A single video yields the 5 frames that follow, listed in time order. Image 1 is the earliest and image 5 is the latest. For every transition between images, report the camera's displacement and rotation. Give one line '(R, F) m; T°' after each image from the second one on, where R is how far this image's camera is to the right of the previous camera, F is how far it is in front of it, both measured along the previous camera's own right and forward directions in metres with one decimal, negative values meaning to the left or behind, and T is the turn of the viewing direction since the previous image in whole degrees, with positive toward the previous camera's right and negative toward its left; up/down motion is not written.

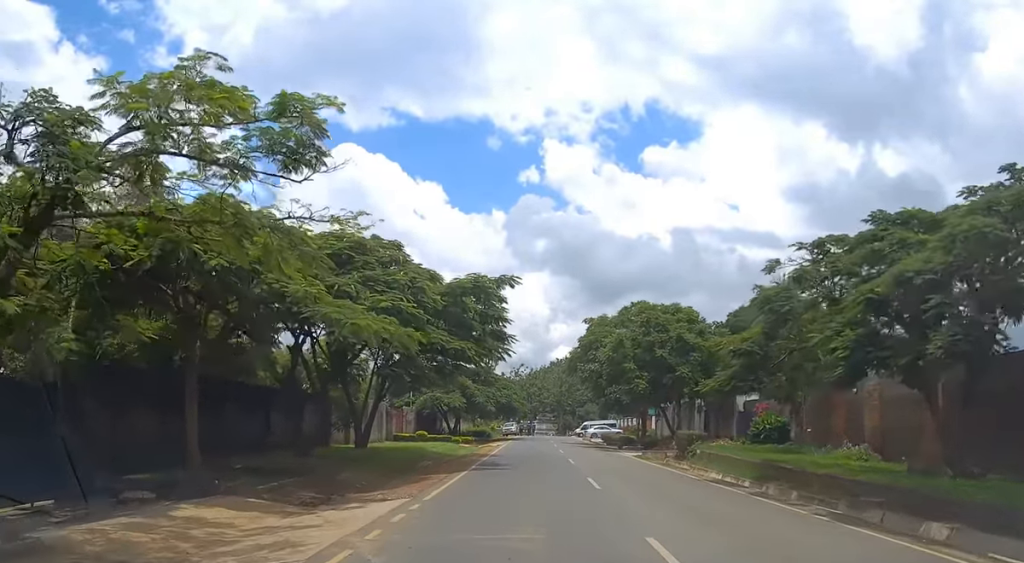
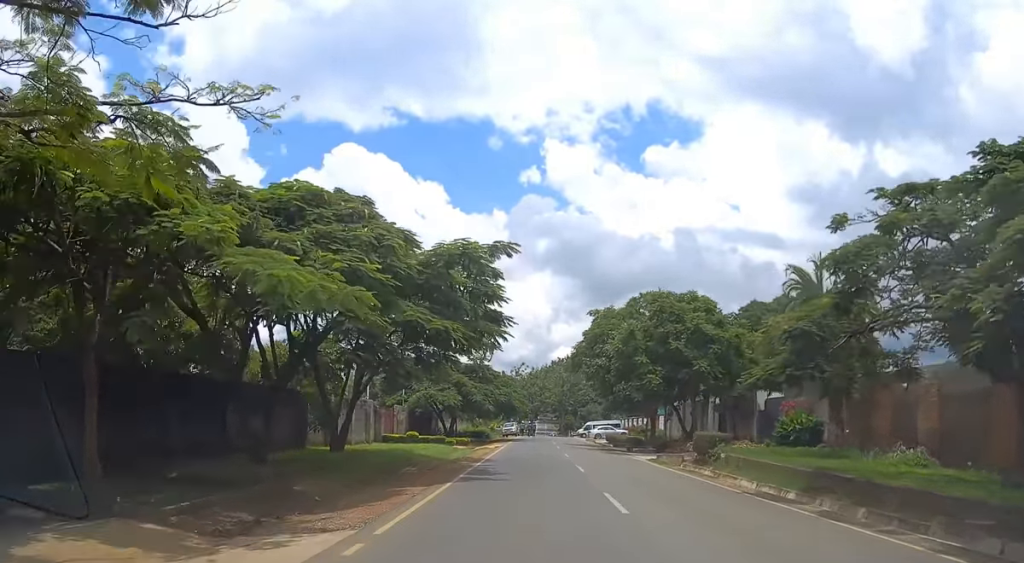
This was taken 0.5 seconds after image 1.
(0.0, +3.3) m; 0°
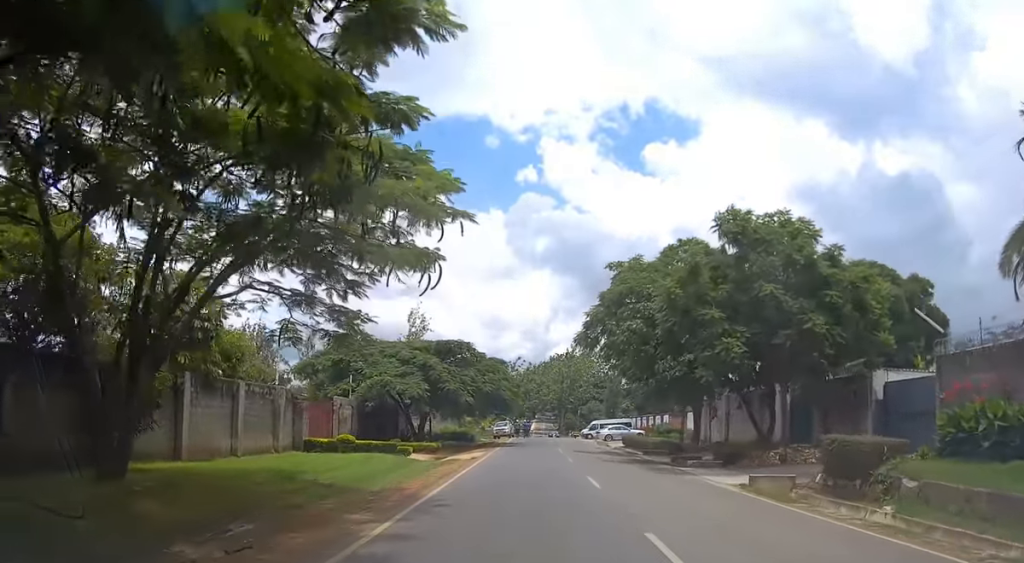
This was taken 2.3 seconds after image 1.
(-0.2, +13.7) m; -1°
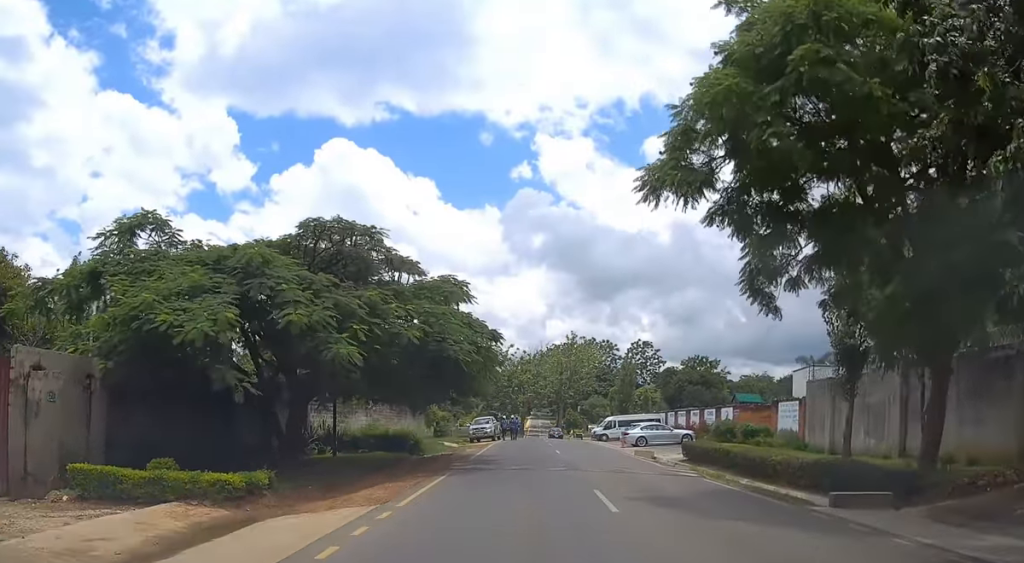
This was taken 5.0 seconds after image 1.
(+0.2, +23.2) m; 0°
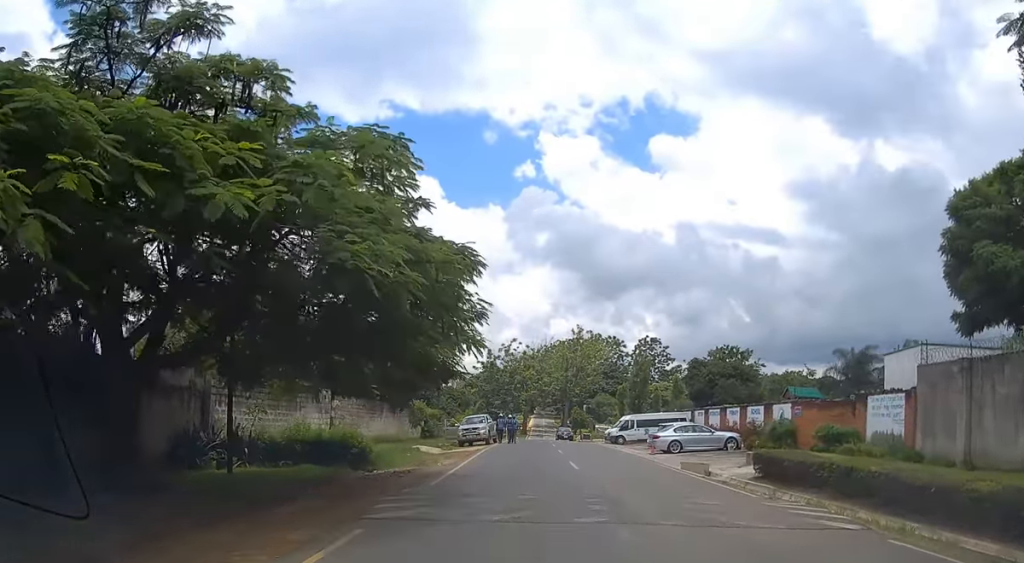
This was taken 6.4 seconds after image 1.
(+0.1, +10.6) m; +1°
